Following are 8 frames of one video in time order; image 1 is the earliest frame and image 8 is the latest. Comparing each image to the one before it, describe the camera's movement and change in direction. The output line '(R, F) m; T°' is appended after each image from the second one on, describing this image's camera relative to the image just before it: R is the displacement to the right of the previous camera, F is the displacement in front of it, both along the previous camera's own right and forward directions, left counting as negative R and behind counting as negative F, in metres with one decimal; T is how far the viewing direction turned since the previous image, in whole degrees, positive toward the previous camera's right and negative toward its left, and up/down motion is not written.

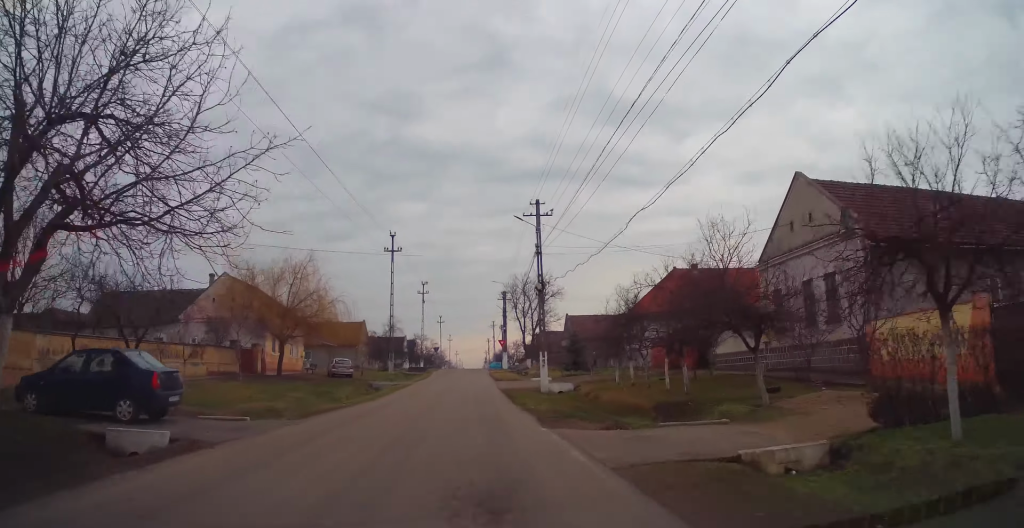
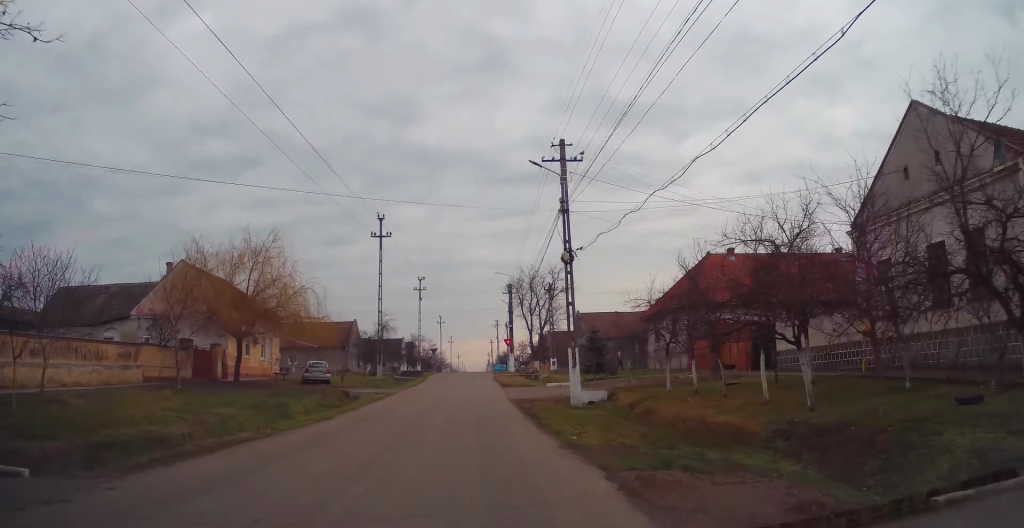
(0.0, +8.4) m; 0°
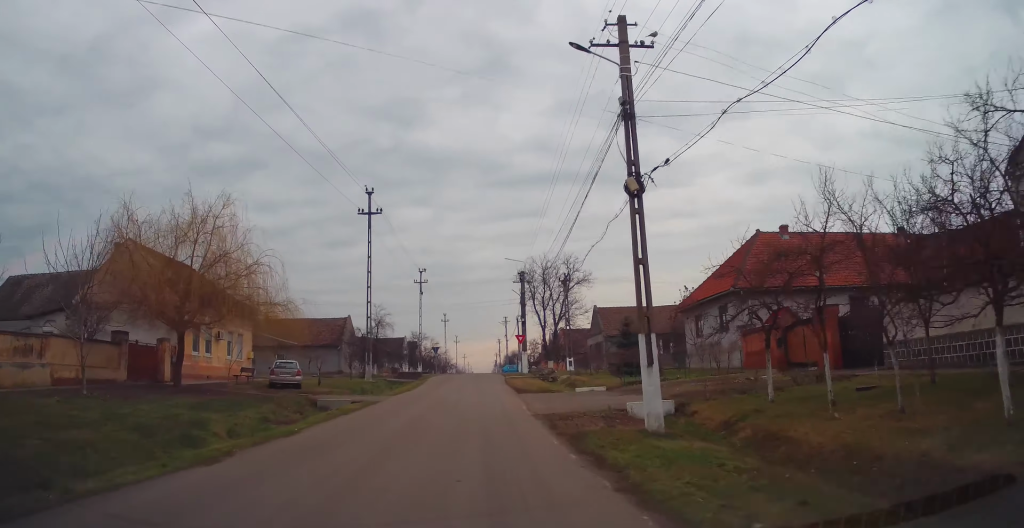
(0.0, +8.3) m; 0°
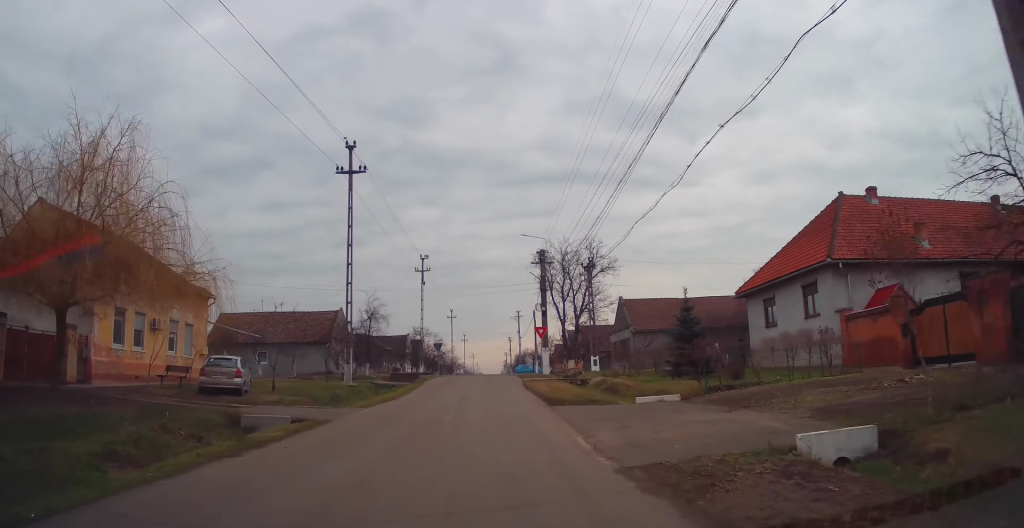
(0.0, +9.5) m; -1°
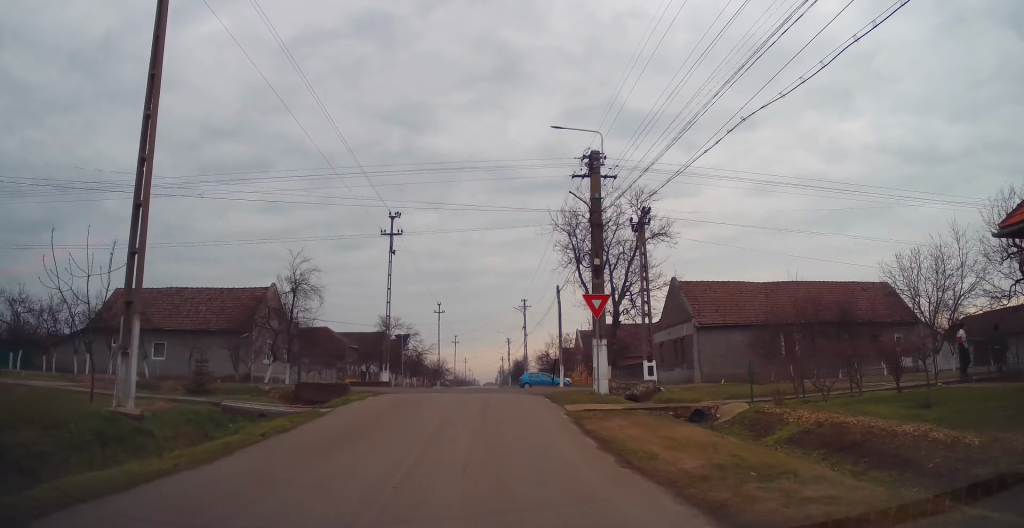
(-0.3, +20.7) m; +1°
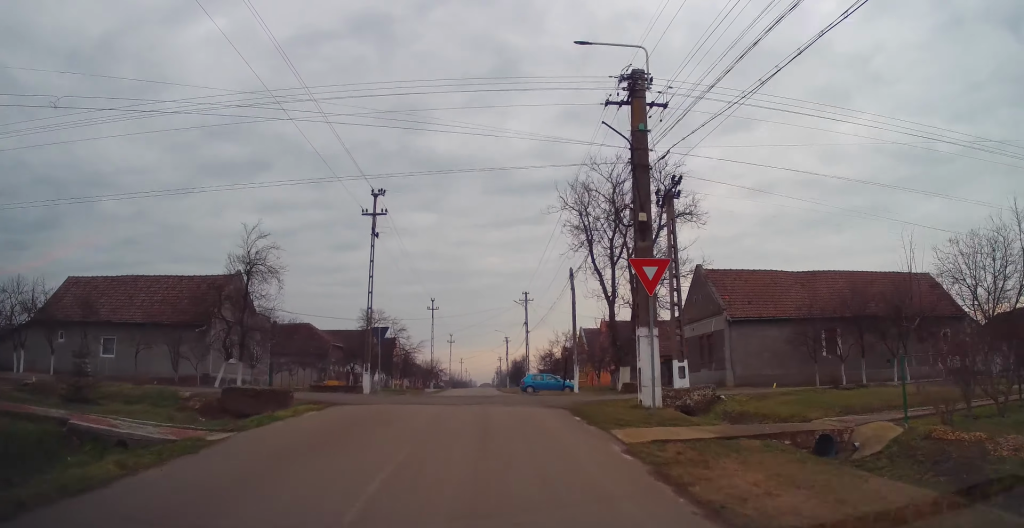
(+0.5, +6.5) m; +1°
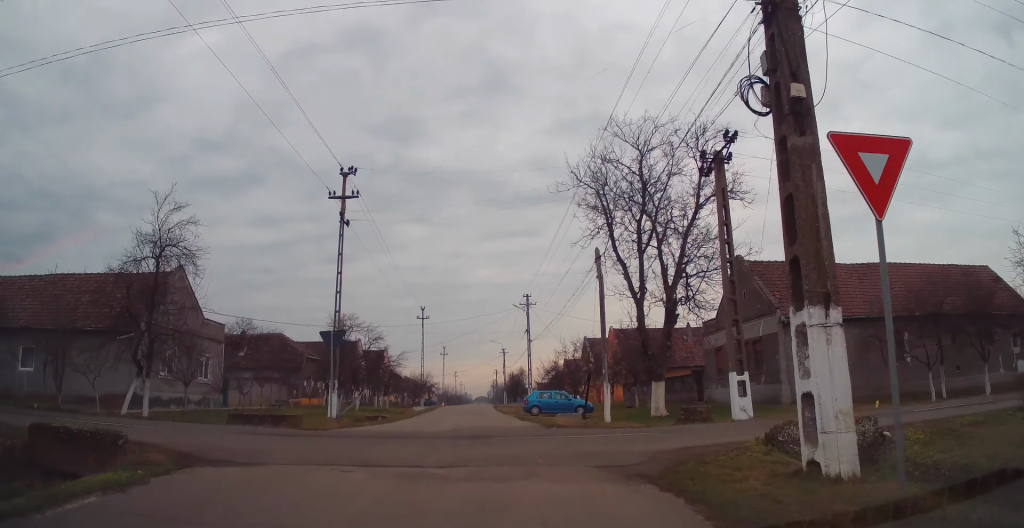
(-0.2, +8.6) m; -1°
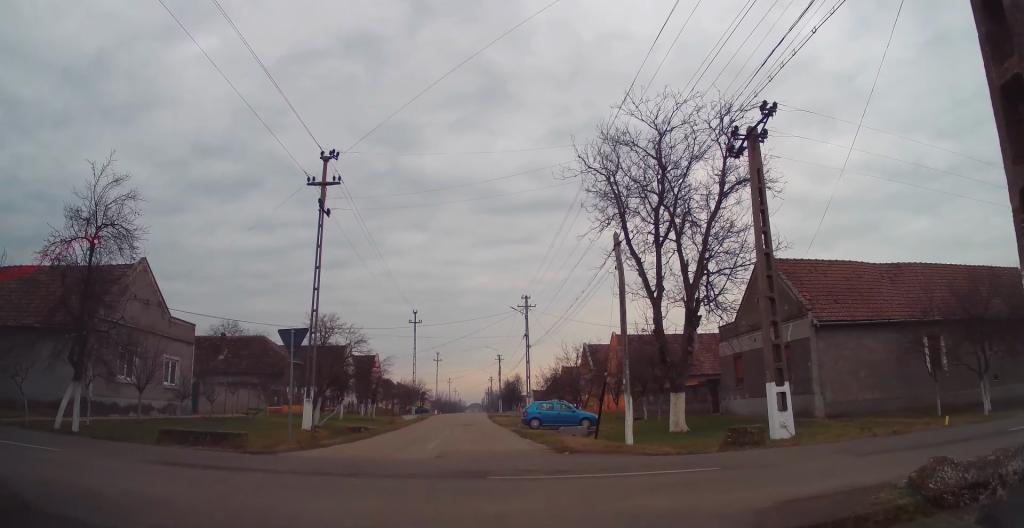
(-0.1, +5.0) m; 0°
